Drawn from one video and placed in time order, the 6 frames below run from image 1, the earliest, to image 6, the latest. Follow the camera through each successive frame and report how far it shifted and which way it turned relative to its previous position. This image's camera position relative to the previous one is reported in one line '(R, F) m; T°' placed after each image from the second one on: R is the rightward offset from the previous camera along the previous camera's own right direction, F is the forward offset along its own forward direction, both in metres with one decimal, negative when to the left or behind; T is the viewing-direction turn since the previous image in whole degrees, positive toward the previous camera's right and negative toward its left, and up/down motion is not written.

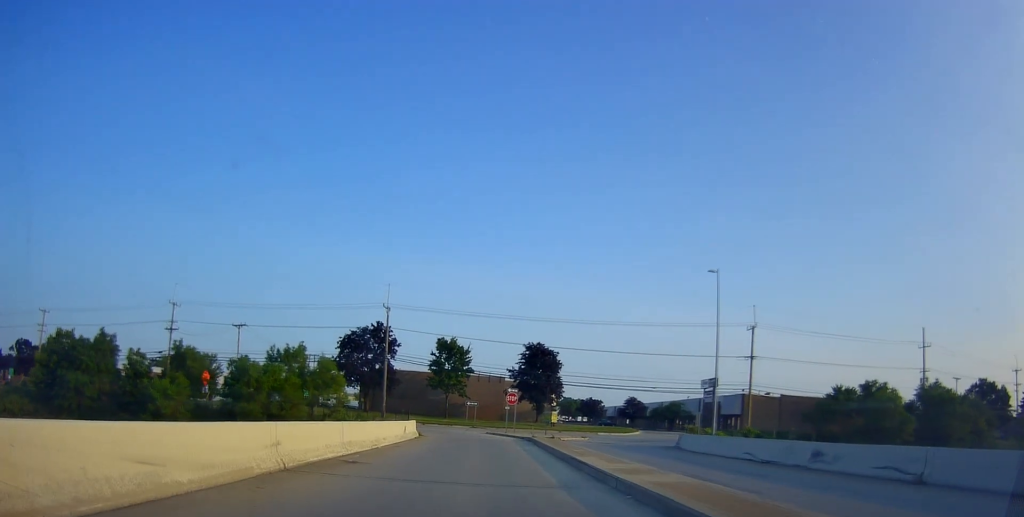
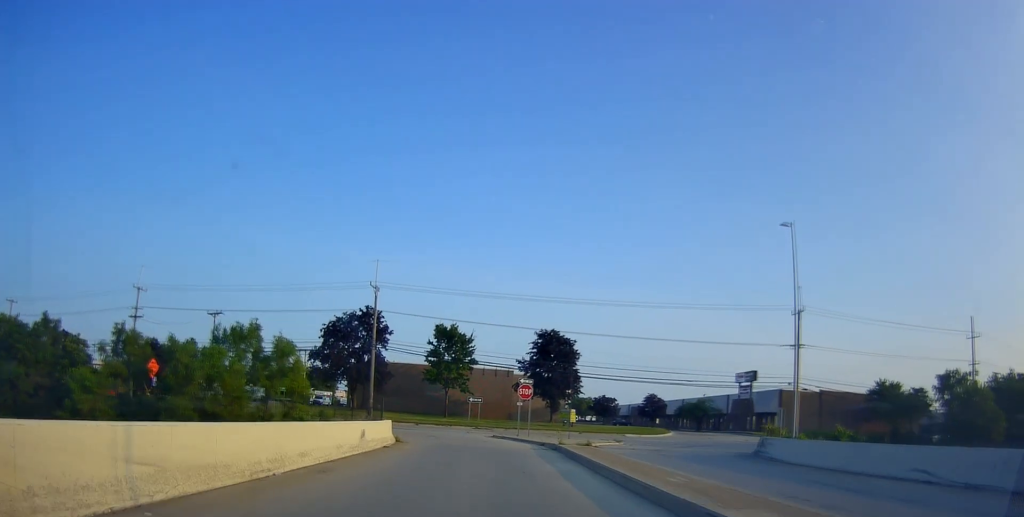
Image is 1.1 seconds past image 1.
(-0.5, +9.5) m; -3°
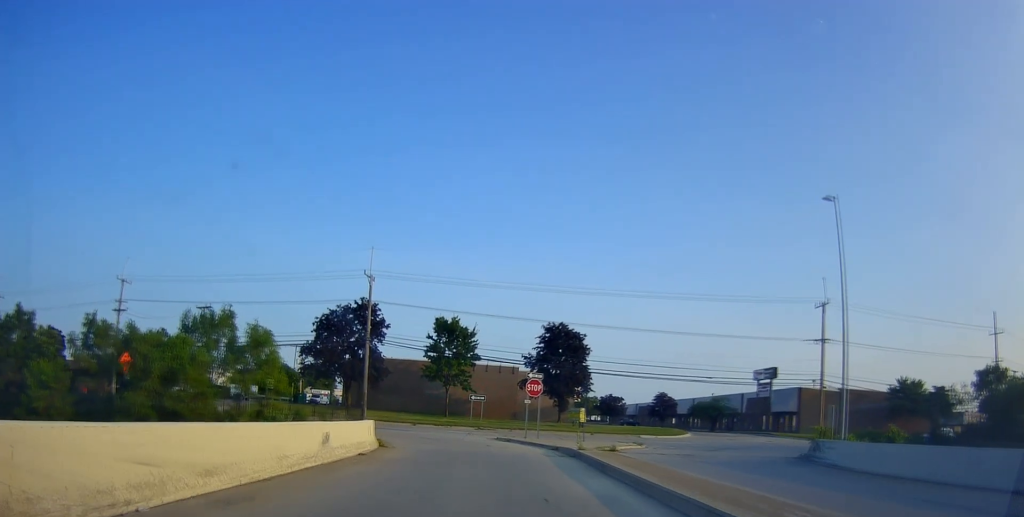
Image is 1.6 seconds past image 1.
(-0.1, +4.6) m; 0°
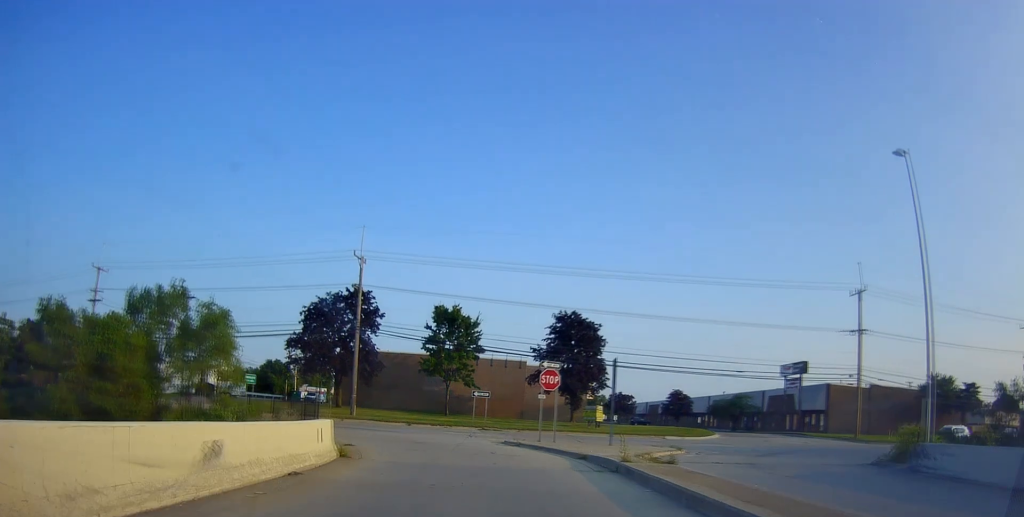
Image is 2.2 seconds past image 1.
(+0.1, +6.3) m; 0°
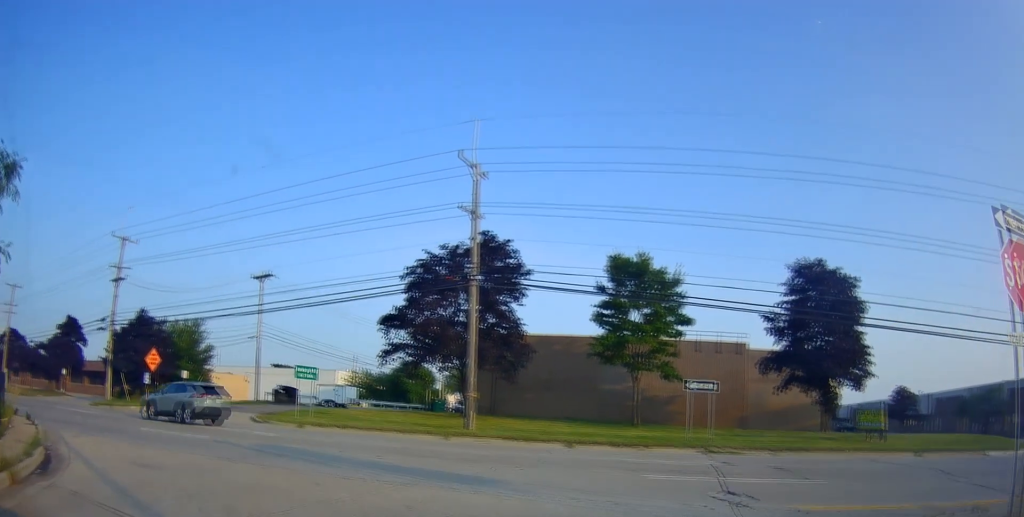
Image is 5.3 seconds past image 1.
(-1.5, +27.0) m; -8°
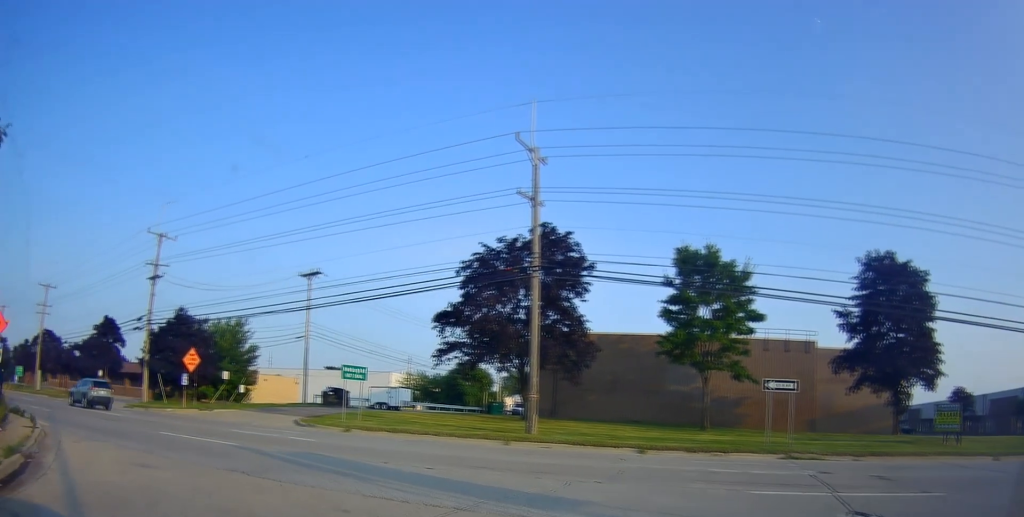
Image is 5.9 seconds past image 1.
(0.0, +4.7) m; -4°
